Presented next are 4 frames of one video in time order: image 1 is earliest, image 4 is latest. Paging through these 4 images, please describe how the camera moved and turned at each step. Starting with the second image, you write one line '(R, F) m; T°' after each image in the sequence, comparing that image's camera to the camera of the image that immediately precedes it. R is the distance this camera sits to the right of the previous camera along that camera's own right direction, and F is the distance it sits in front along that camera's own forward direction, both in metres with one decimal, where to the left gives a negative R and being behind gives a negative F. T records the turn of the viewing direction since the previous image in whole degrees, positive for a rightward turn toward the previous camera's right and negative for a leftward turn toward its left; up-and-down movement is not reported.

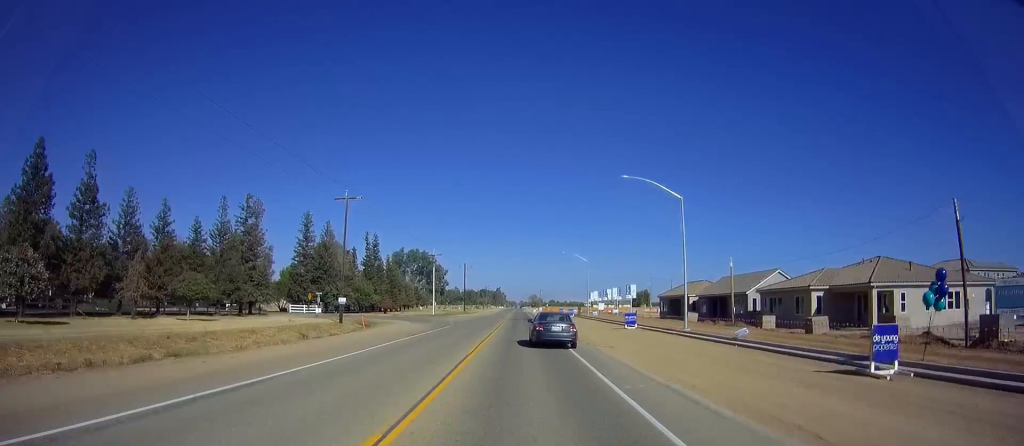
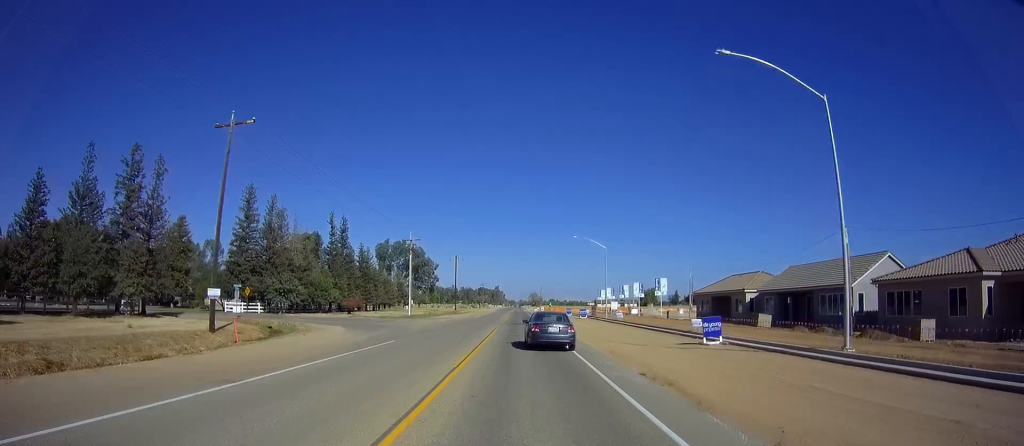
(-0.1, +18.6) m; 0°
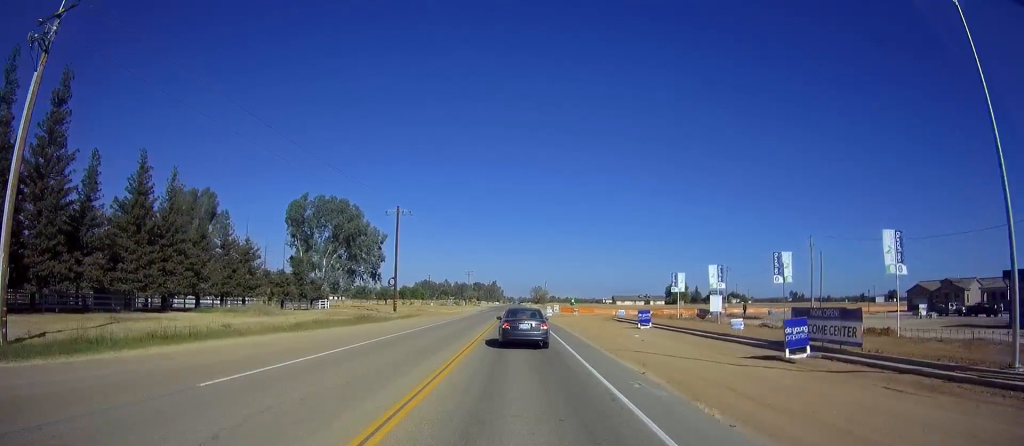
(-0.4, +58.8) m; 0°
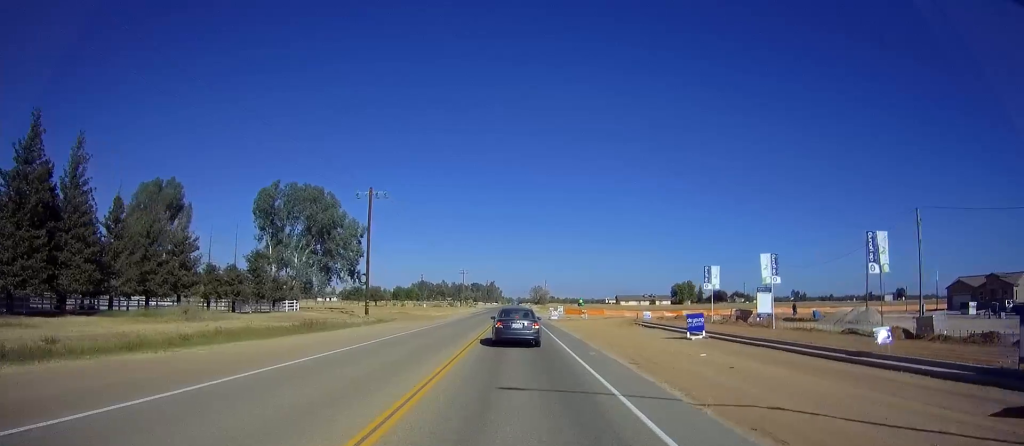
(0.0, +11.6) m; 0°
